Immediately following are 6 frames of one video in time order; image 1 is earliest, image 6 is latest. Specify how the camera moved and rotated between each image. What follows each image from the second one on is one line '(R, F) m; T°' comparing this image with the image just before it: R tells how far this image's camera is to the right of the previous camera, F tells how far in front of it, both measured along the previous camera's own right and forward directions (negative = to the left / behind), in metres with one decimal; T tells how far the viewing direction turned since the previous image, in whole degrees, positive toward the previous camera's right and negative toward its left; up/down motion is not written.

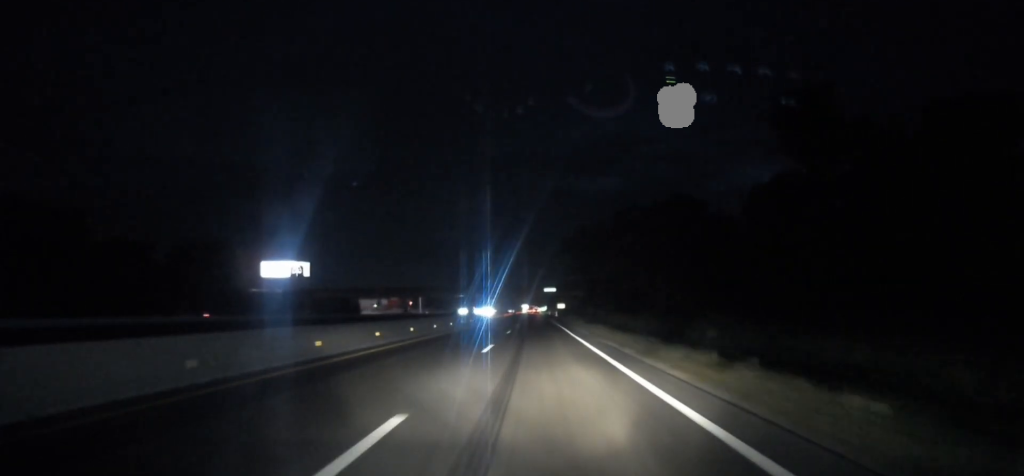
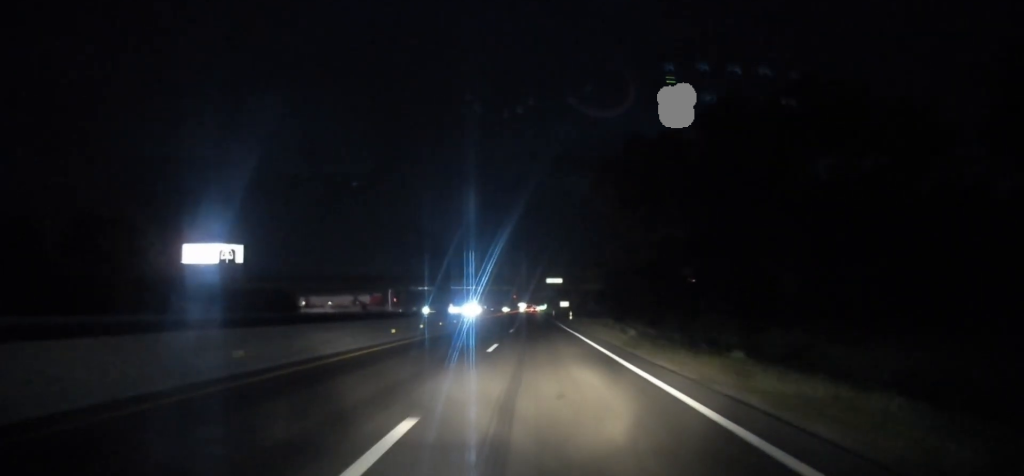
(-0.2, +45.9) m; 0°
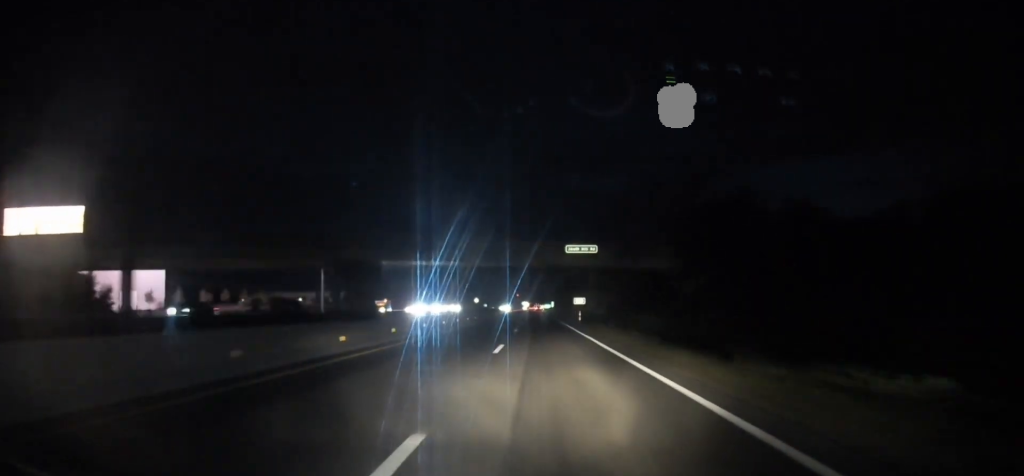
(+0.1, +61.7) m; 0°
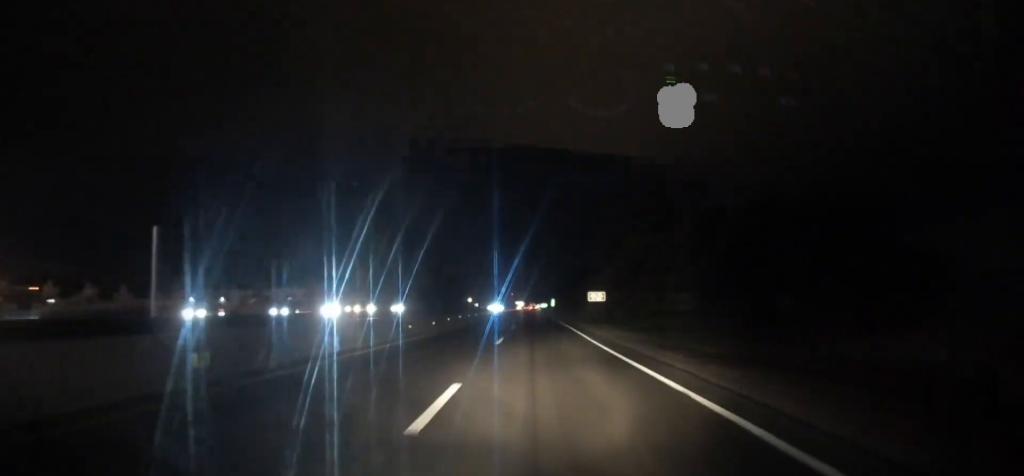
(+0.4, +56.6) m; 0°
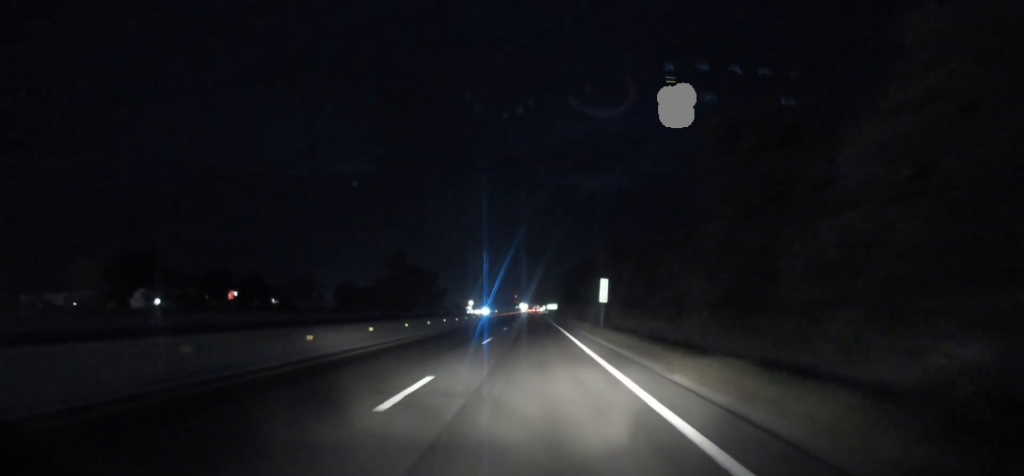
(-0.1, +120.0) m; 0°
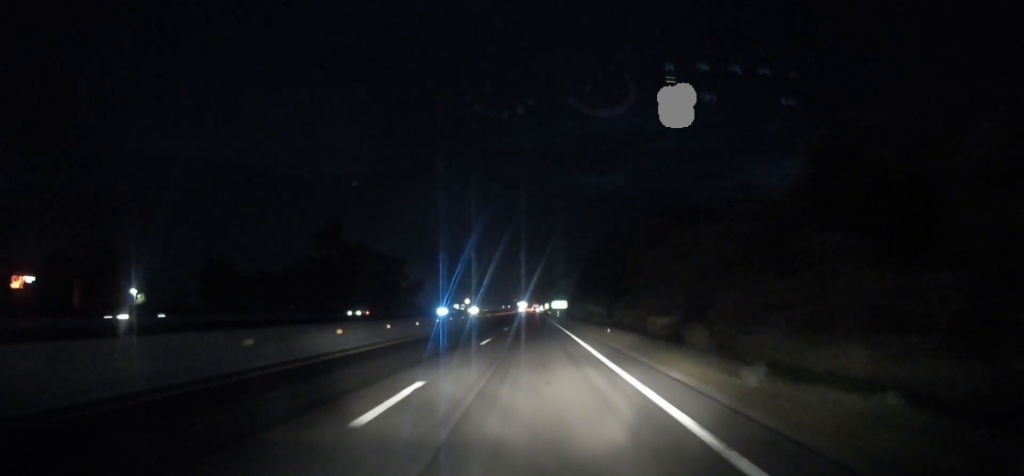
(-0.3, +92.1) m; 0°
